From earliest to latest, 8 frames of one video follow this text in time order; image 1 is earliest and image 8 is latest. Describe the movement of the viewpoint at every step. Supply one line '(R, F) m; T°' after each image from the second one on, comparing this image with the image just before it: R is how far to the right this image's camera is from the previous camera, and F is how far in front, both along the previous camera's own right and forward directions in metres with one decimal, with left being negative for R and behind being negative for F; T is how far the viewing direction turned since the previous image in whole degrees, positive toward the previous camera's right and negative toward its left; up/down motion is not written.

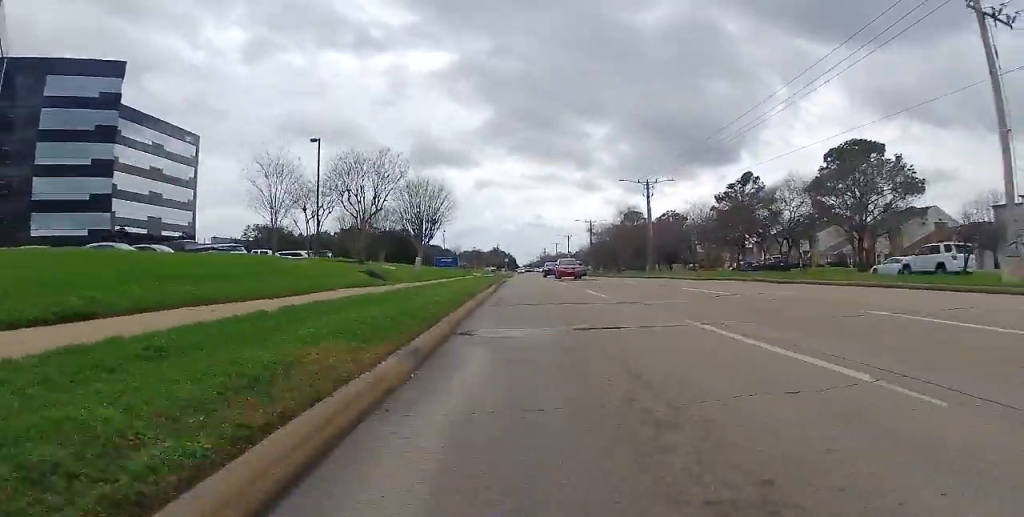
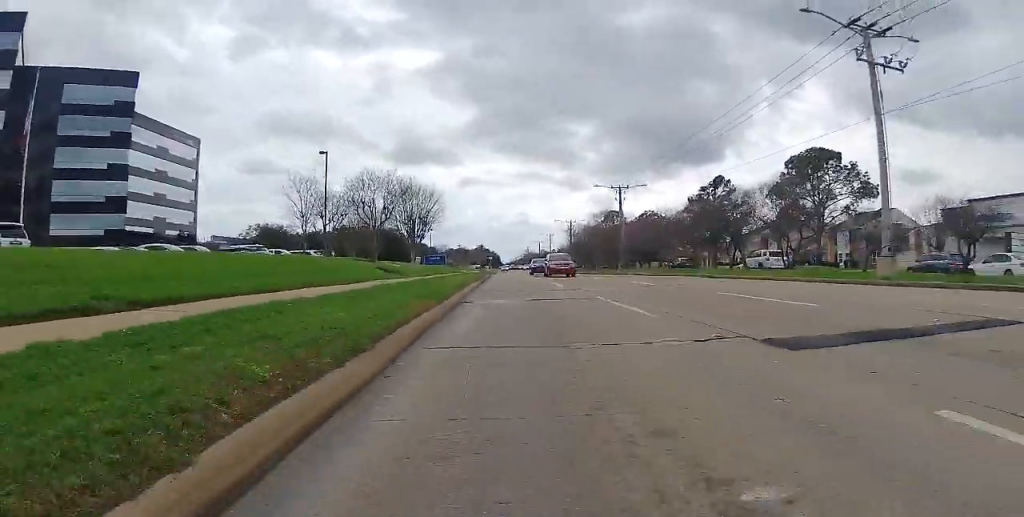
(-0.2, +5.6) m; -3°
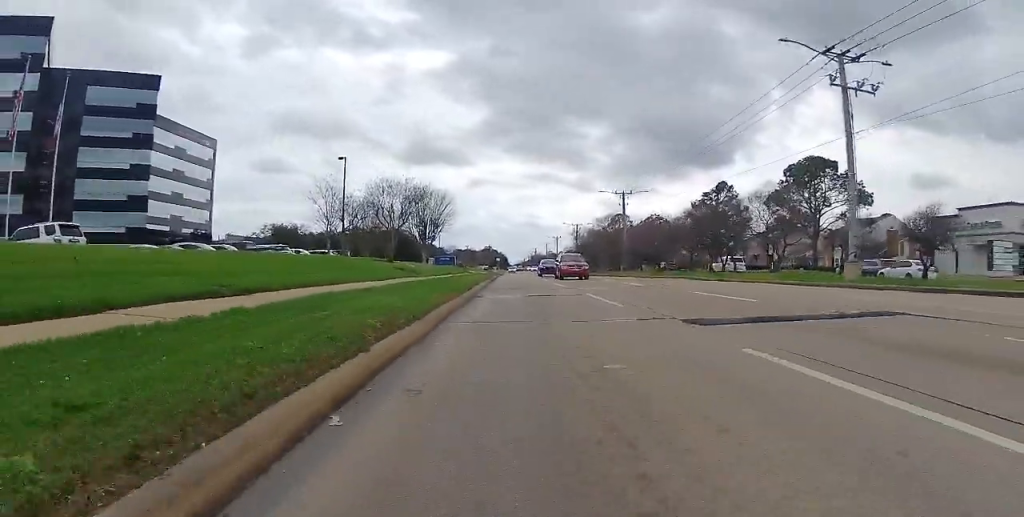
(-0.1, +2.7) m; -1°
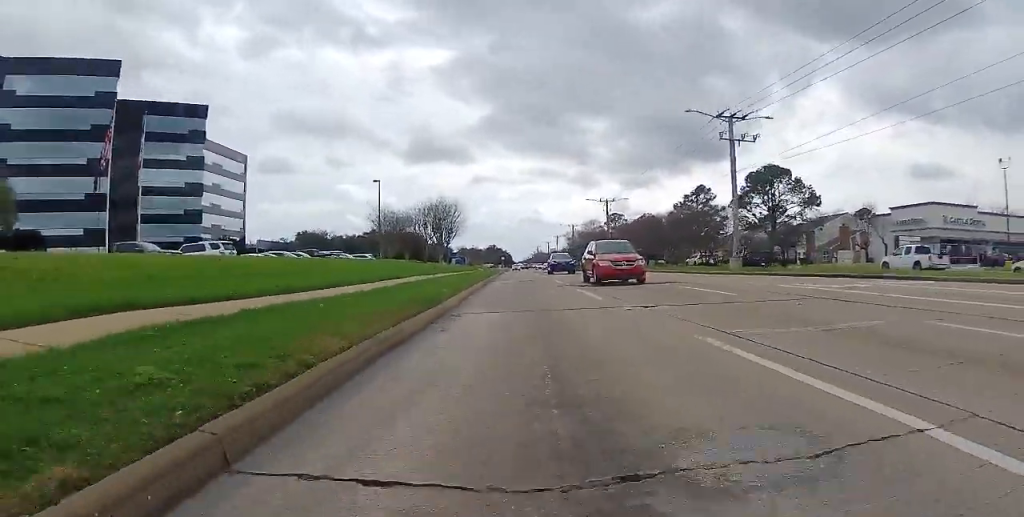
(-0.1, +12.7) m; 0°
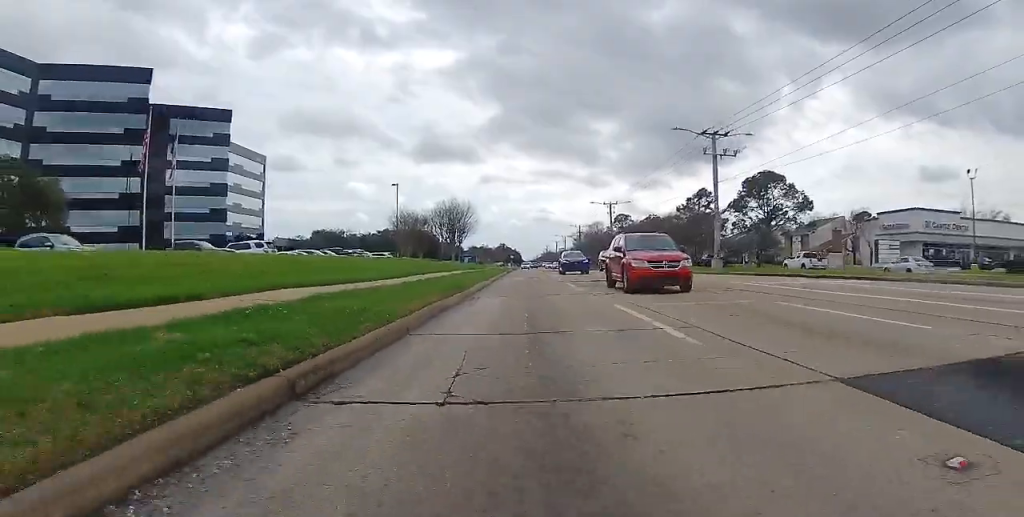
(0.0, +4.7) m; 0°
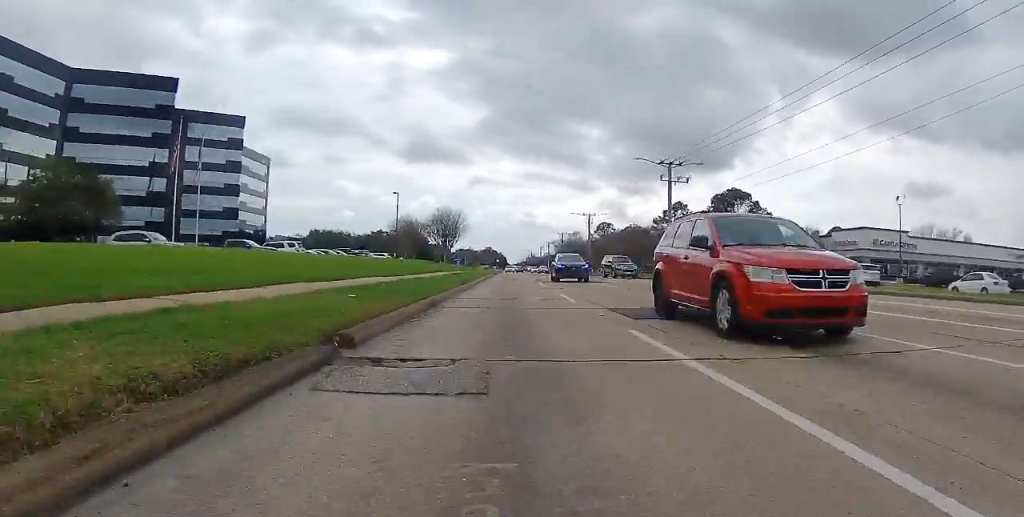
(+0.1, +8.2) m; +2°
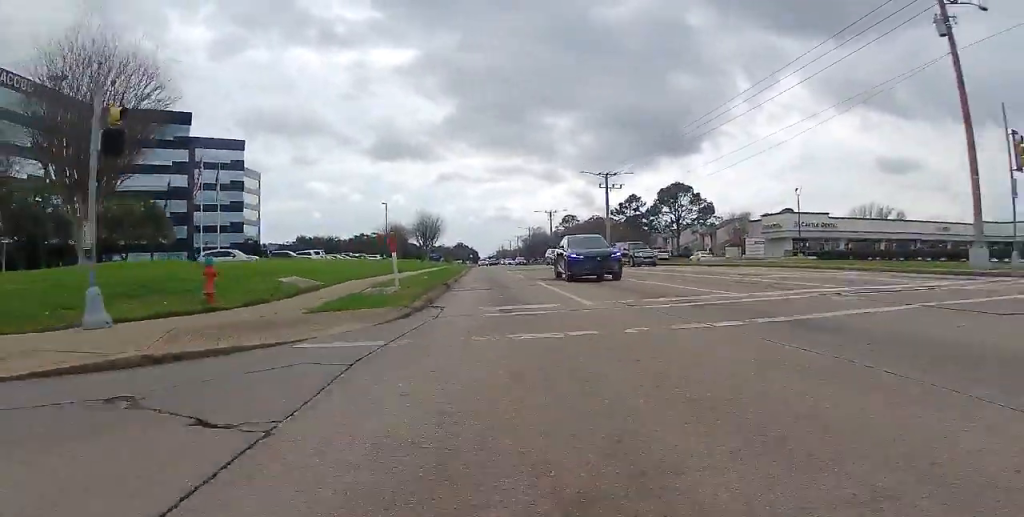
(+0.6, +13.2) m; +2°
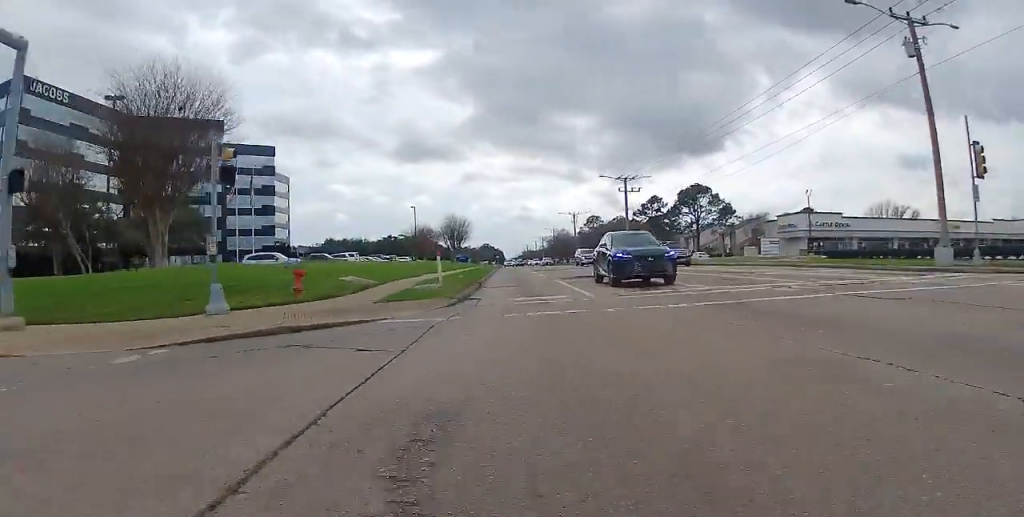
(0.0, +3.0) m; -1°
